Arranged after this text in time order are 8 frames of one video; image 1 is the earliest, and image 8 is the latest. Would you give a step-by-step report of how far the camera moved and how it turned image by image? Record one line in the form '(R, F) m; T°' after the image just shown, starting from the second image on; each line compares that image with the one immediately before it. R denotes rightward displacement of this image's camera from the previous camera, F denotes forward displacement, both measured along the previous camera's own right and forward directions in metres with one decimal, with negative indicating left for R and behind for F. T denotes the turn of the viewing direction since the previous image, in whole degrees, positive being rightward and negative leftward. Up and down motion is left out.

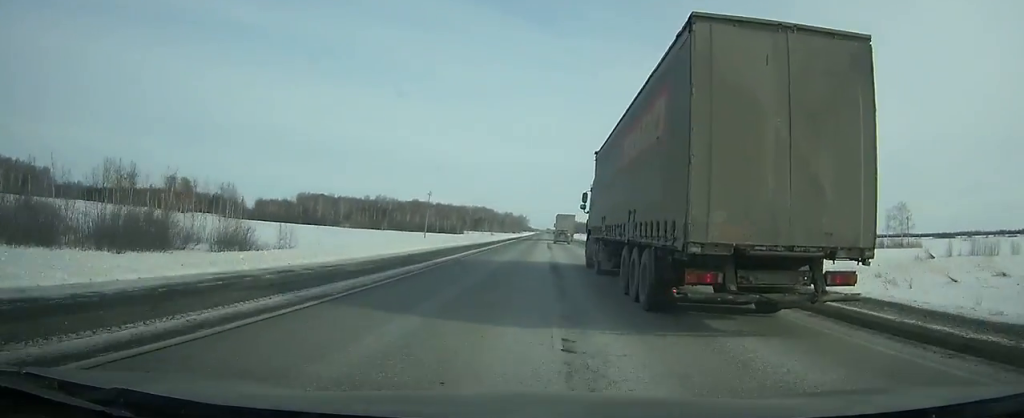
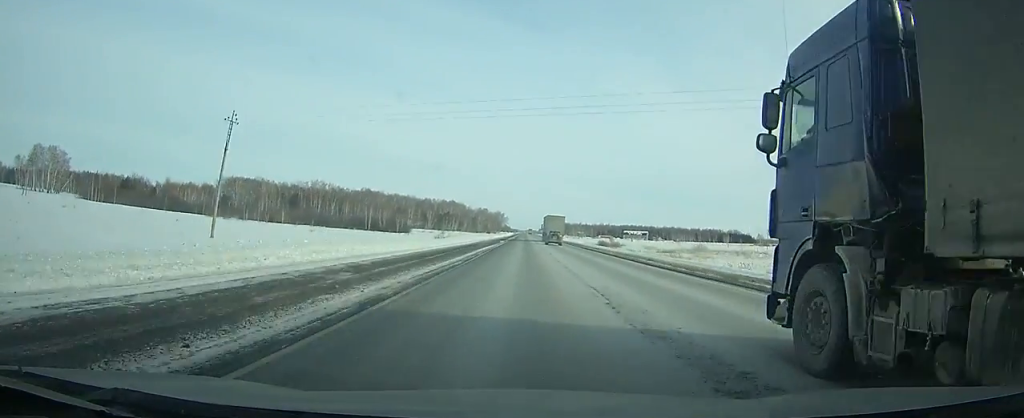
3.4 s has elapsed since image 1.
(0.0, +91.8) m; +1°
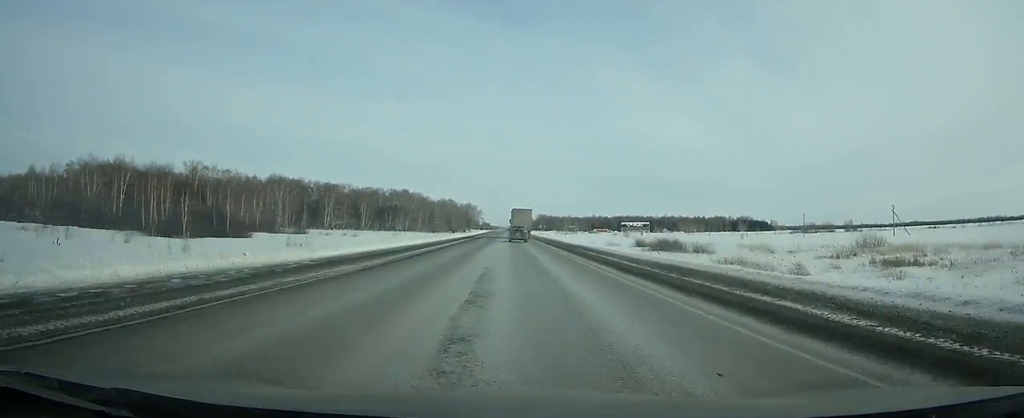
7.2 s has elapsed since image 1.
(+1.8, +105.6) m; +1°
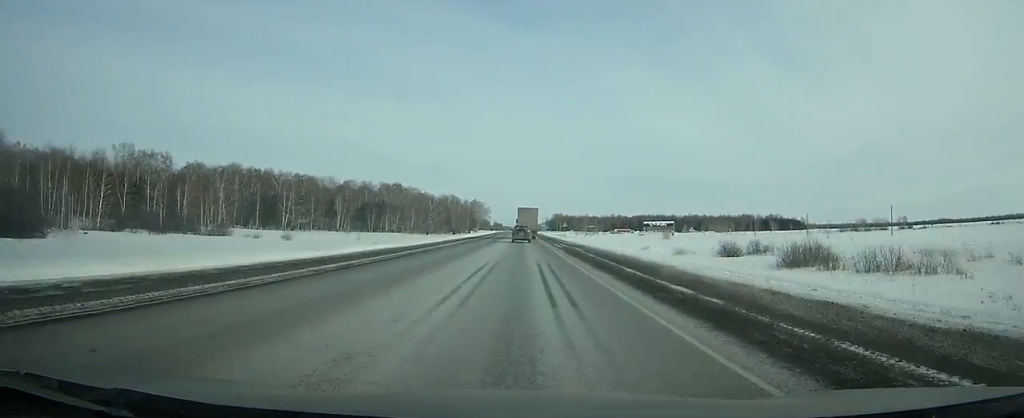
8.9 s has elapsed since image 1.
(+0.2, +47.5) m; 0°
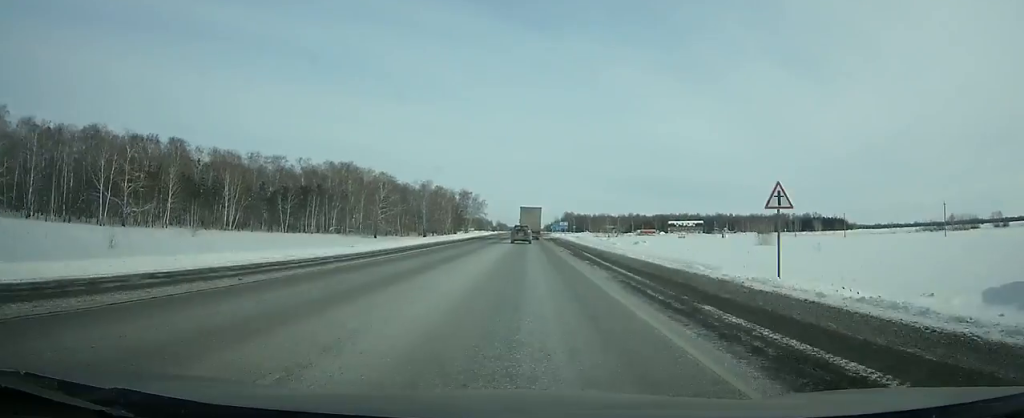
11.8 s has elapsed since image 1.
(-0.7, +80.6) m; -1°
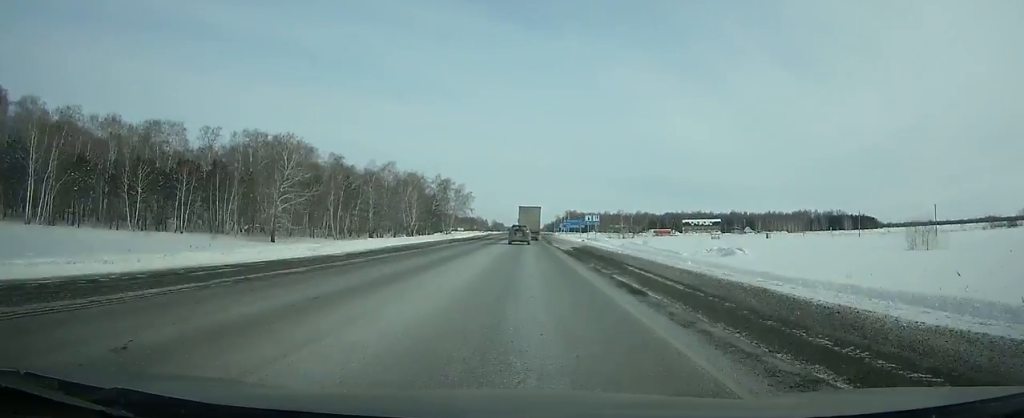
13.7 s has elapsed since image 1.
(-0.2, +52.1) m; 0°
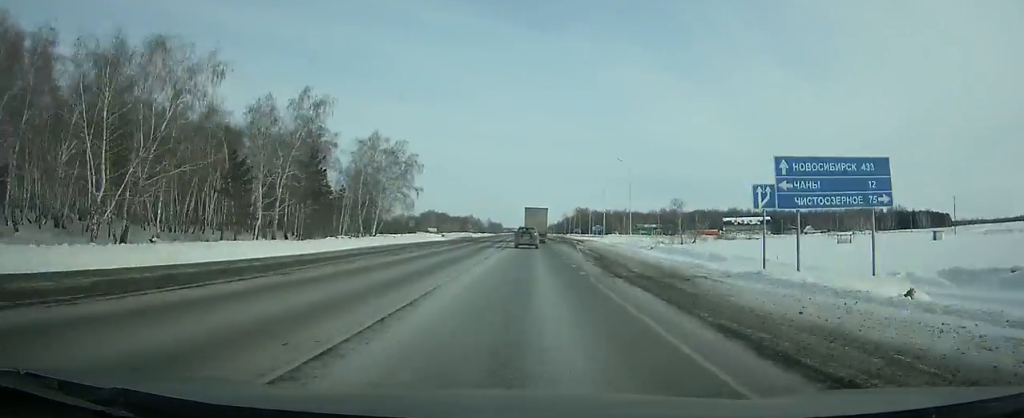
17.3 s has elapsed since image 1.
(+0.1, +97.4) m; 0°
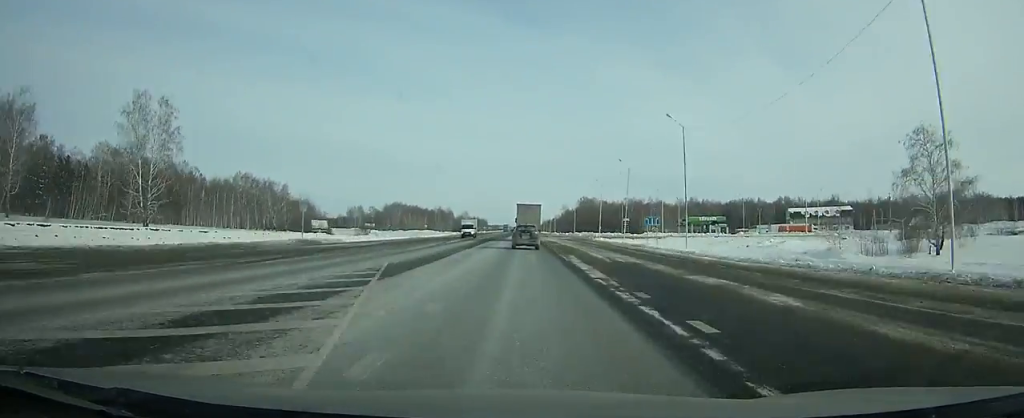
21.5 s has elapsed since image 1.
(+0.5, +110.8) m; 0°
